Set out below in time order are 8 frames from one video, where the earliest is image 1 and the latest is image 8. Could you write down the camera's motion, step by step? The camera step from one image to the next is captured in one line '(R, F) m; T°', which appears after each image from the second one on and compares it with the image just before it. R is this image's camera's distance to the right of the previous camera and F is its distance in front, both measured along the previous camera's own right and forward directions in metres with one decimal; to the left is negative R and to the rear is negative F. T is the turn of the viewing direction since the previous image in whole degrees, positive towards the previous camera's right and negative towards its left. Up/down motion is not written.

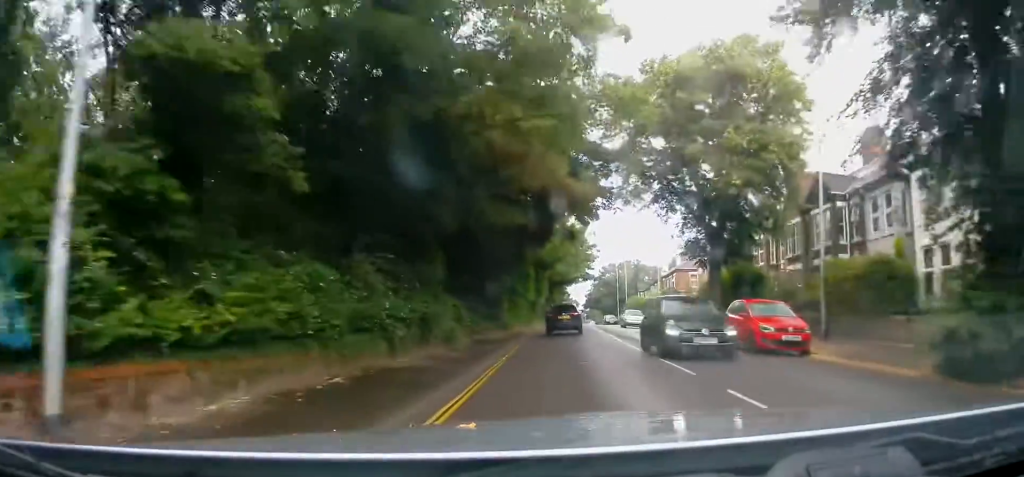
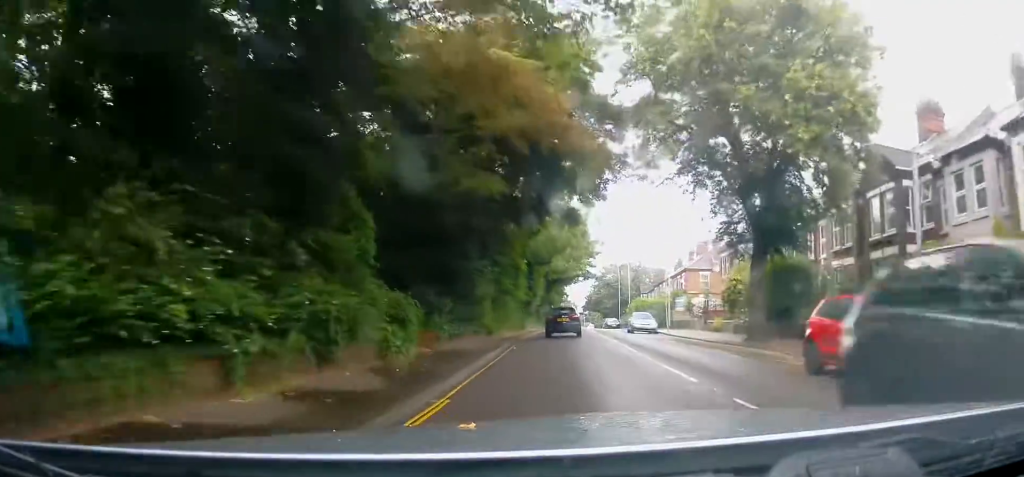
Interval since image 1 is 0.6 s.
(-0.2, +6.5) m; 0°
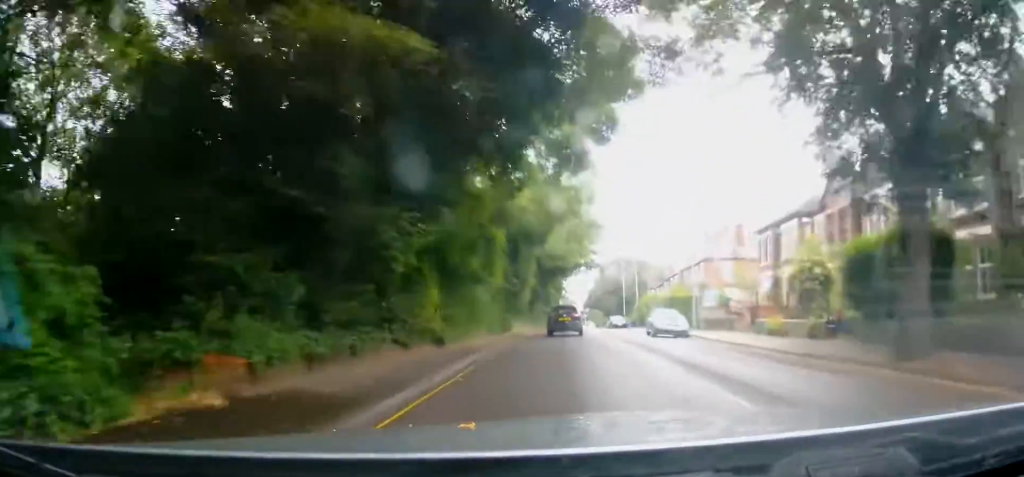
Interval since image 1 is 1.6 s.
(+0.2, +10.2) m; -1°
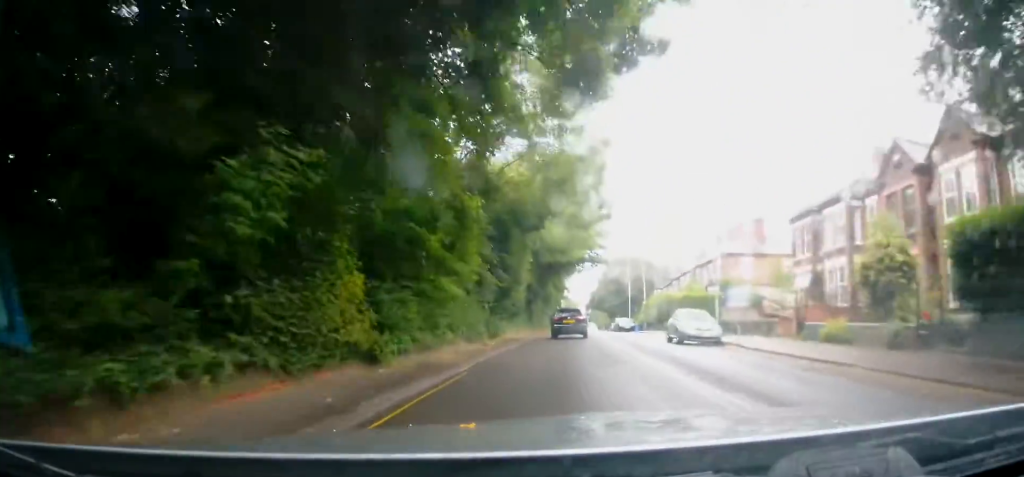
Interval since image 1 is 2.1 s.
(0.0, +5.7) m; 0°
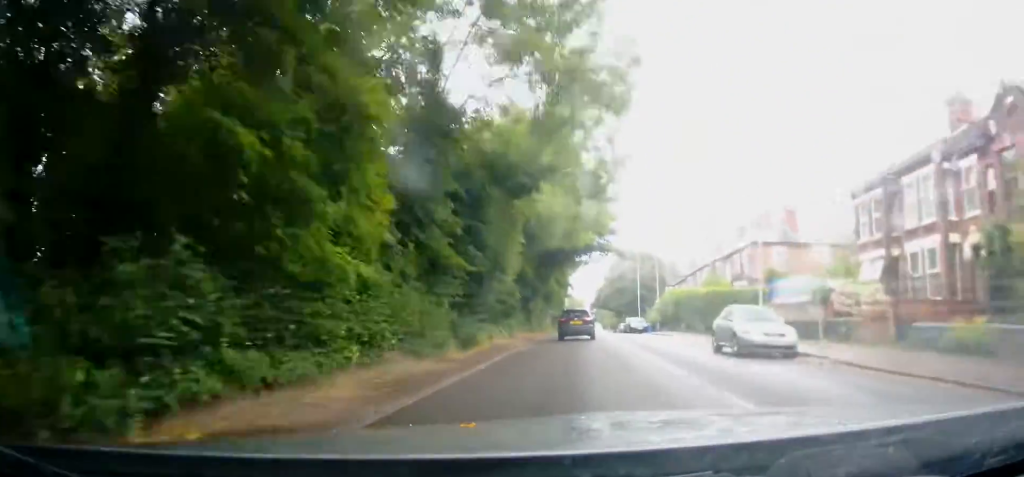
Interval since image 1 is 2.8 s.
(-0.4, +7.2) m; 0°
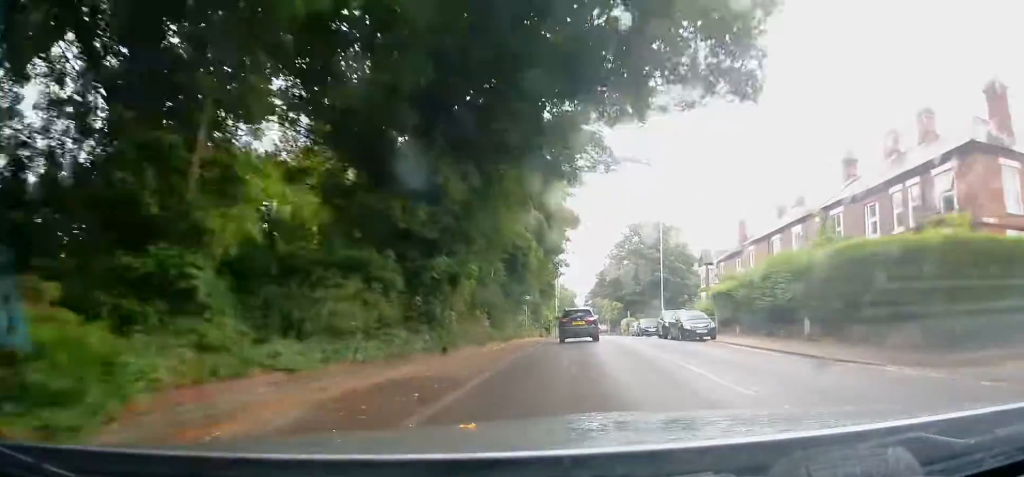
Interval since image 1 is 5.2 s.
(+0.7, +26.6) m; +1°
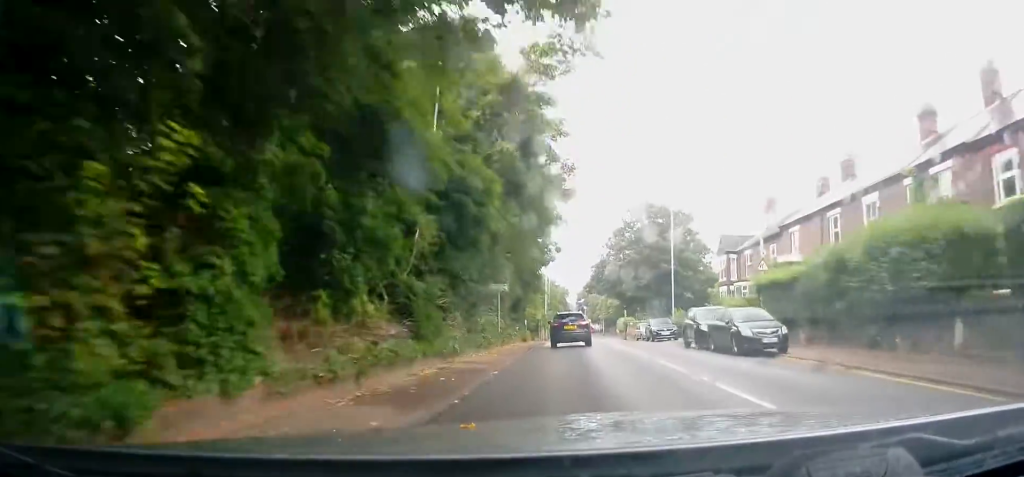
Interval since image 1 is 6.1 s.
(0.0, +10.5) m; +2°
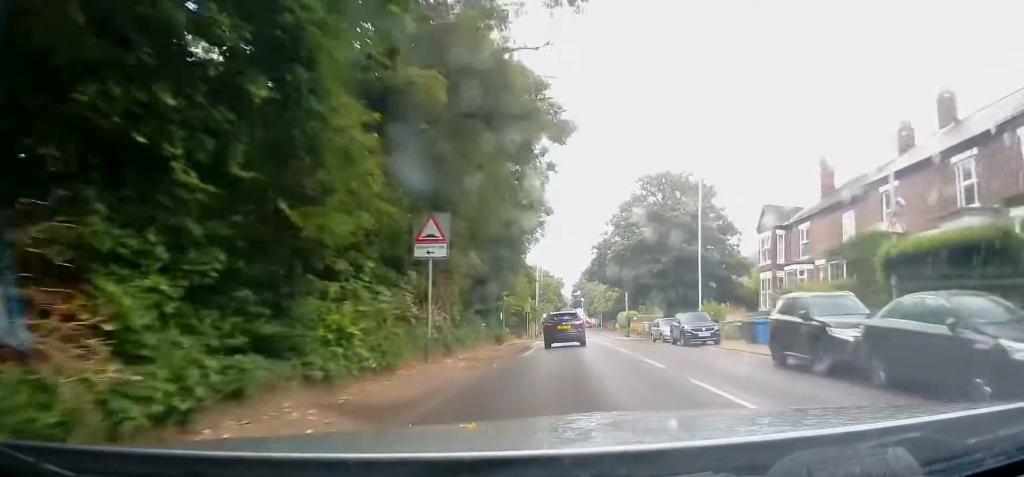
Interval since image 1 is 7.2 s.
(+0.4, +12.6) m; +2°
